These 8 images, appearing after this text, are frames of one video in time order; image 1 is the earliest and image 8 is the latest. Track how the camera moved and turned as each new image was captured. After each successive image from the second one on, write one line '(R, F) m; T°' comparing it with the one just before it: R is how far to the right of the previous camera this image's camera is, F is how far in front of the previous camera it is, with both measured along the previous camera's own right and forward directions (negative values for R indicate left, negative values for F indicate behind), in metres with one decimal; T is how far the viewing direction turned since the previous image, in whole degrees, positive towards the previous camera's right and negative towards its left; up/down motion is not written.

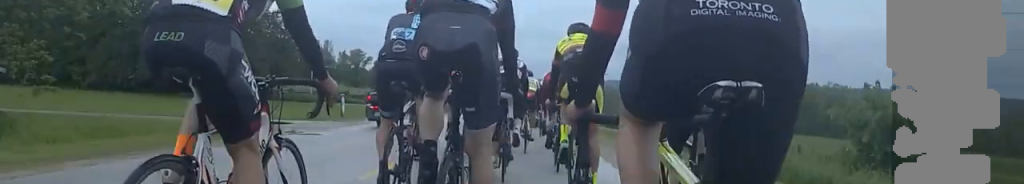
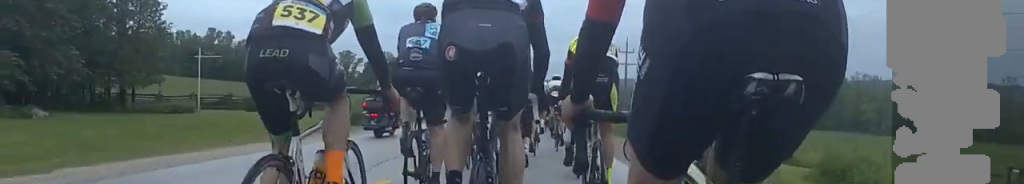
(-1.1, +22.7) m; -3°
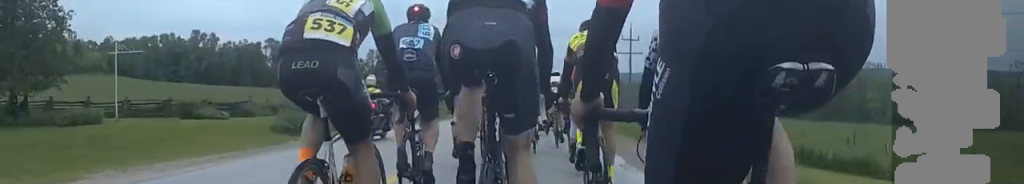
(0.0, +8.1) m; 0°
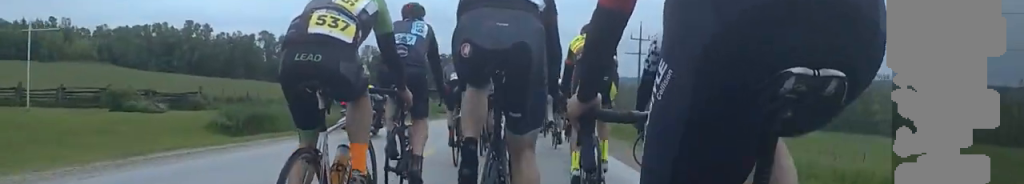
(0.0, +6.2) m; 0°
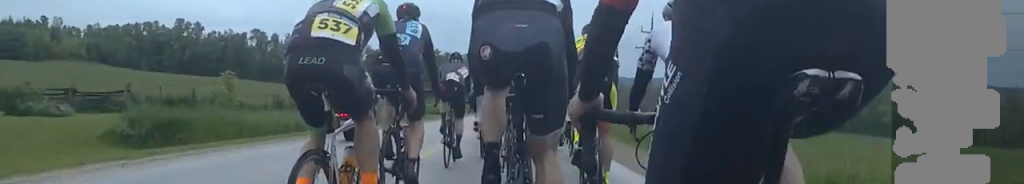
(0.0, +6.6) m; +2°
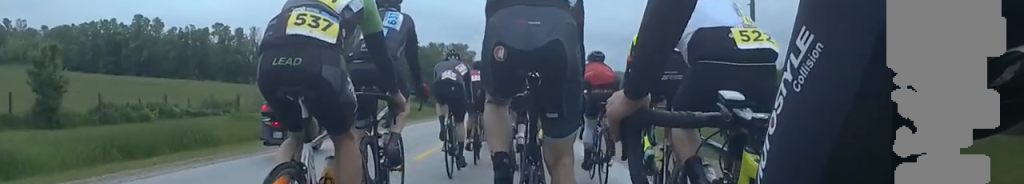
(+0.9, +27.0) m; -1°
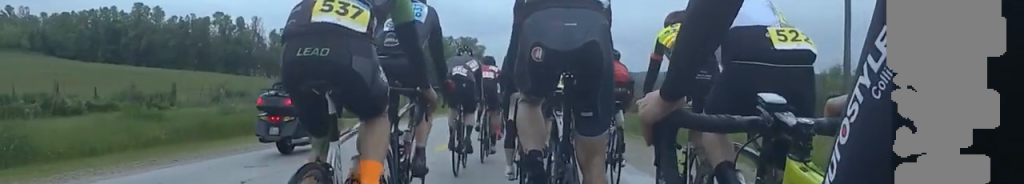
(-0.1, +8.7) m; 0°
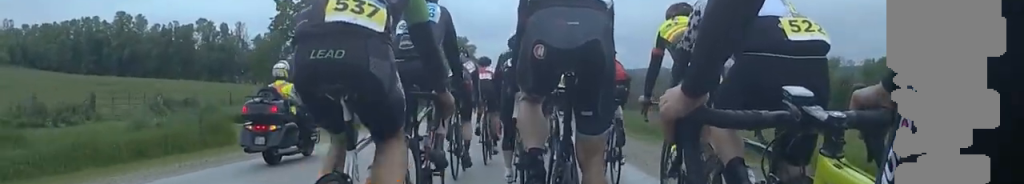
(0.0, +5.8) m; +1°
